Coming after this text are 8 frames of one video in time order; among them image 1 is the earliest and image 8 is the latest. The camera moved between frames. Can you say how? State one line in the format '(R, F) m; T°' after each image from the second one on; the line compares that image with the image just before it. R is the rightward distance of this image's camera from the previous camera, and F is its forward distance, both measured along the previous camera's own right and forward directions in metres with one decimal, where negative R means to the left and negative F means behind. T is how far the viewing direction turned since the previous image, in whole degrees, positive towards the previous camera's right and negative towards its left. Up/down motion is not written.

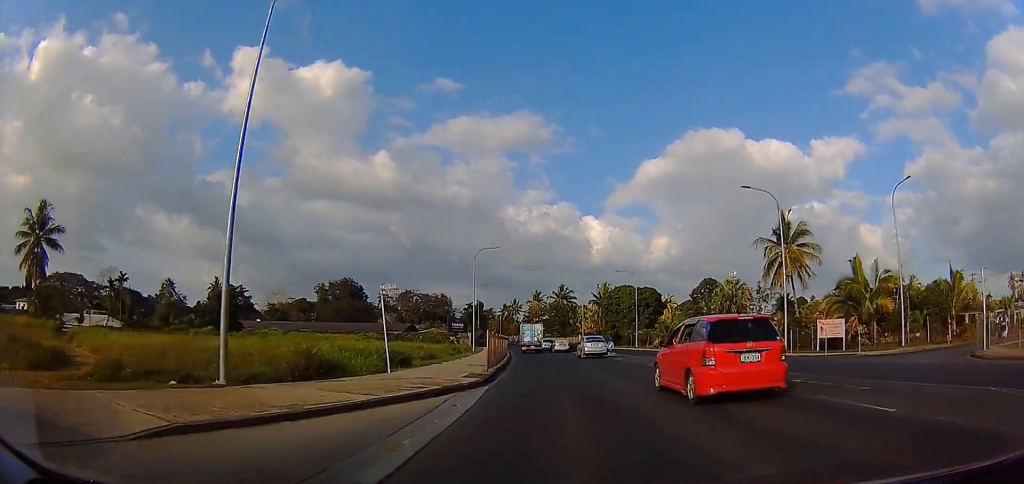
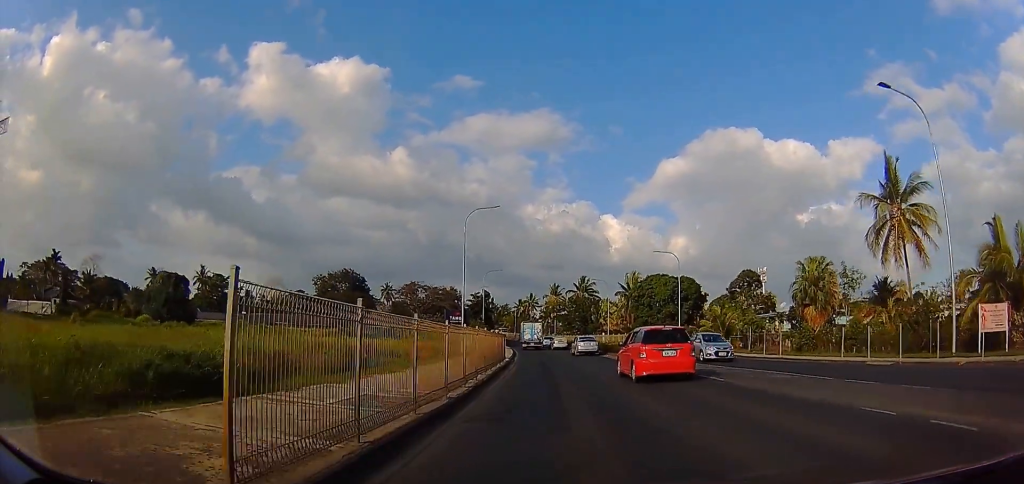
(+0.1, +17.0) m; 0°
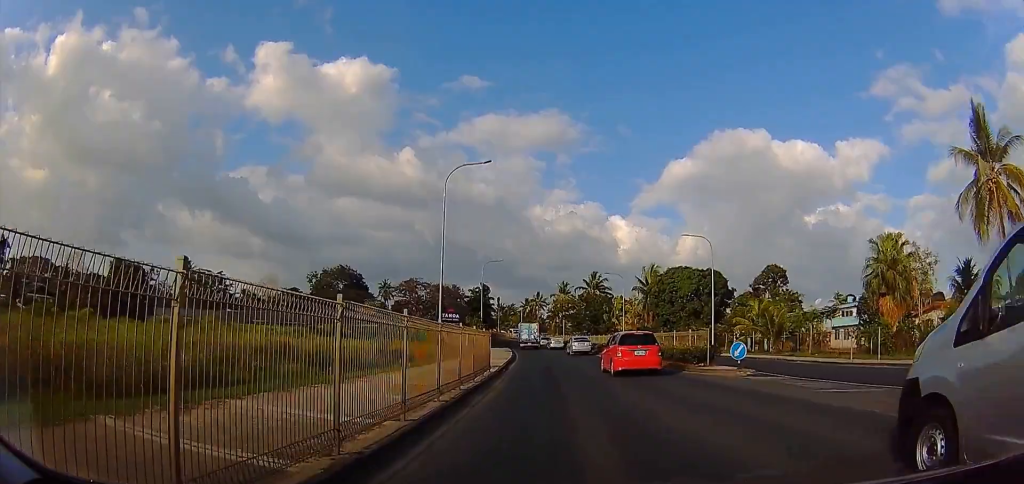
(0.0, +10.4) m; -2°
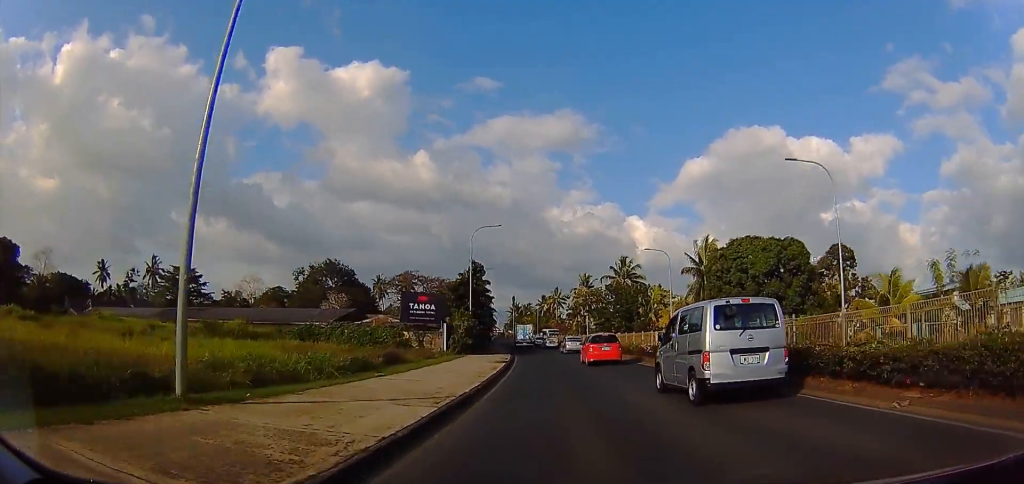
(-1.0, +20.6) m; -4°
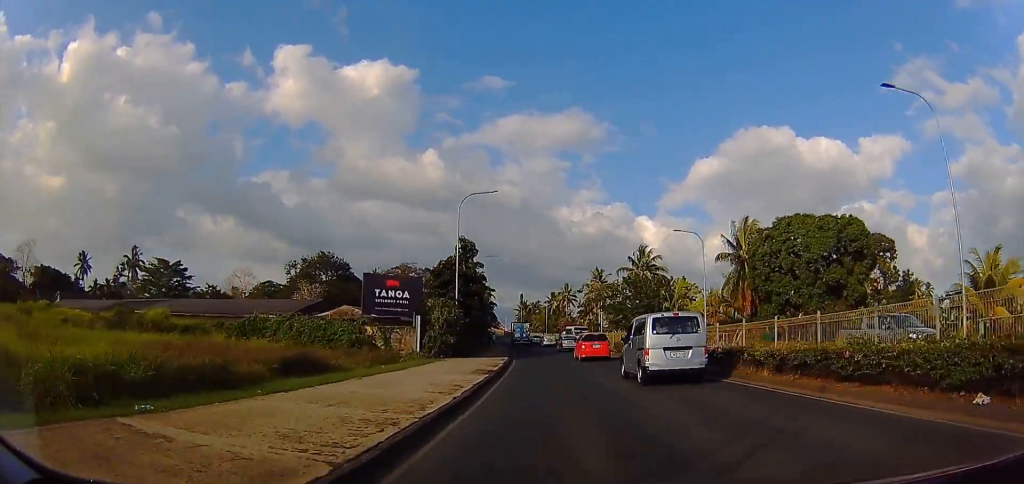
(-0.1, +9.2) m; -1°
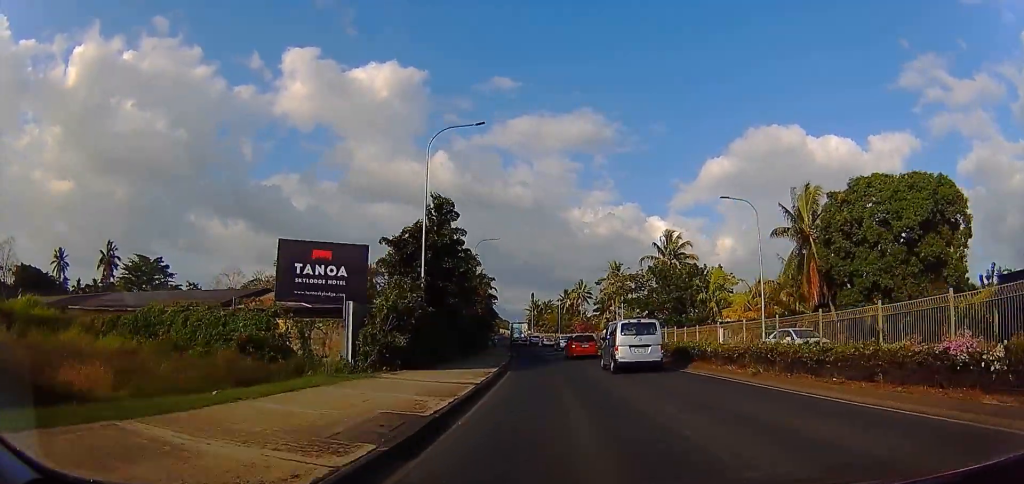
(-0.1, +11.0) m; -1°
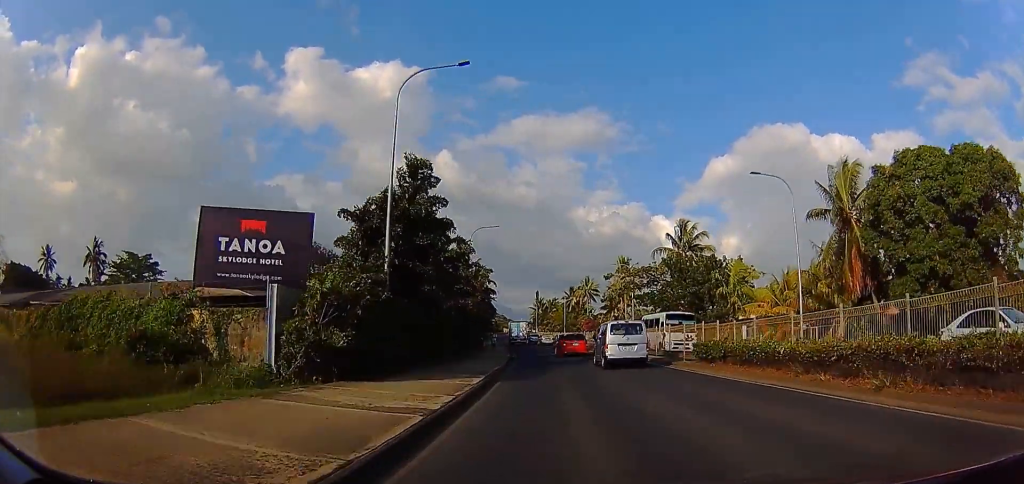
(0.0, +5.4) m; 0°
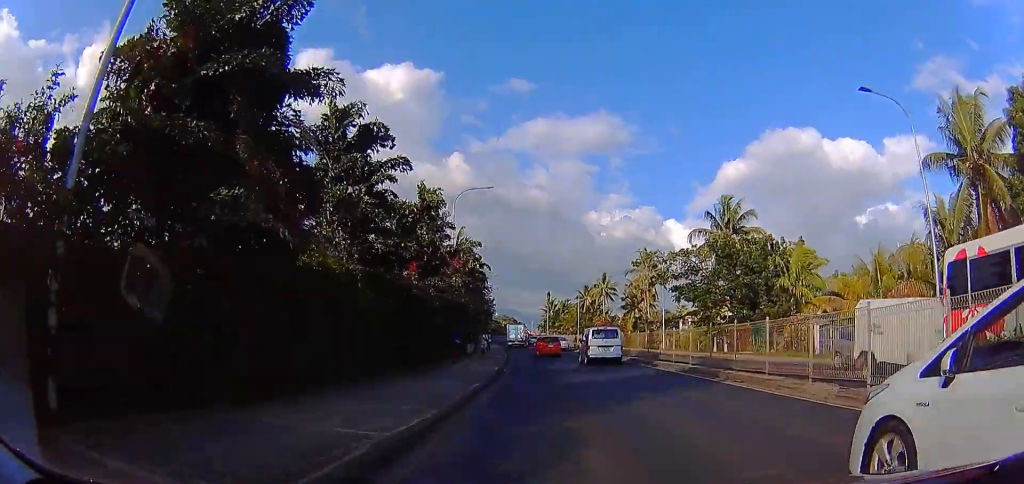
(0.0, +14.9) m; -1°
